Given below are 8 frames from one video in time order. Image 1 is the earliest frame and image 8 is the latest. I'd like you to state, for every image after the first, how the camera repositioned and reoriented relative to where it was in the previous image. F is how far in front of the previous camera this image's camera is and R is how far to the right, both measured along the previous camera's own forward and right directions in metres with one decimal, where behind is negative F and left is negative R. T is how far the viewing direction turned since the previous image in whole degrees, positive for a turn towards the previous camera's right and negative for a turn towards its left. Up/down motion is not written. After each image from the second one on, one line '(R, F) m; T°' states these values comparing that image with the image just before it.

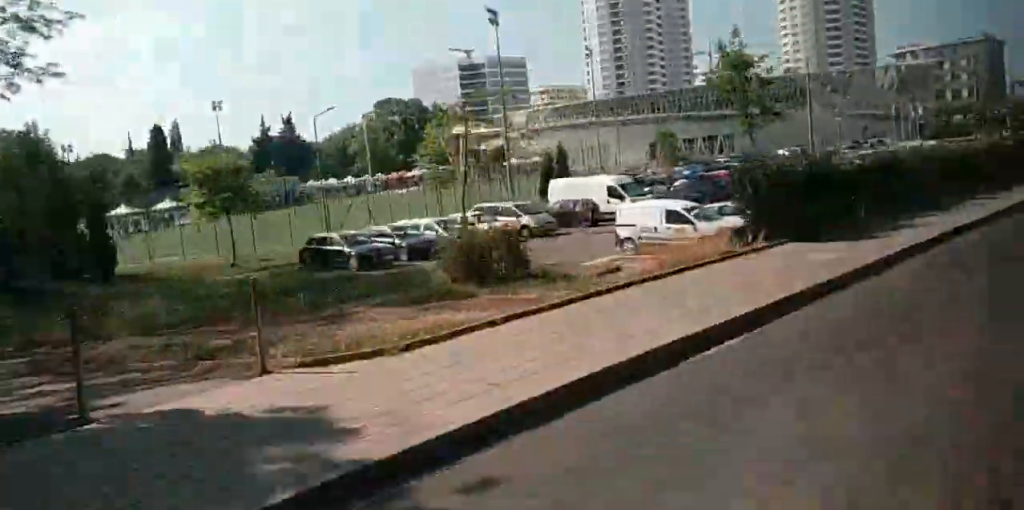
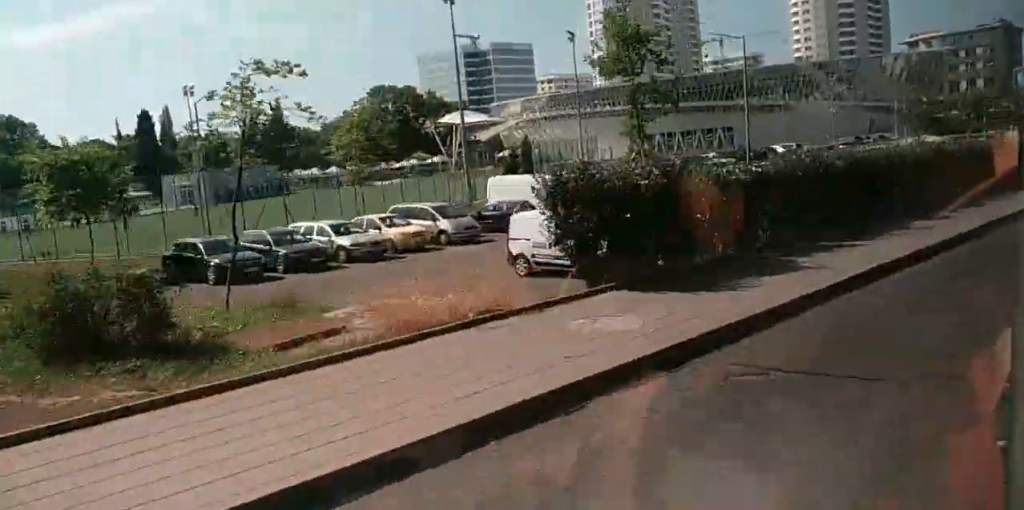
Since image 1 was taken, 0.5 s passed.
(0.0, +5.8) m; +1°
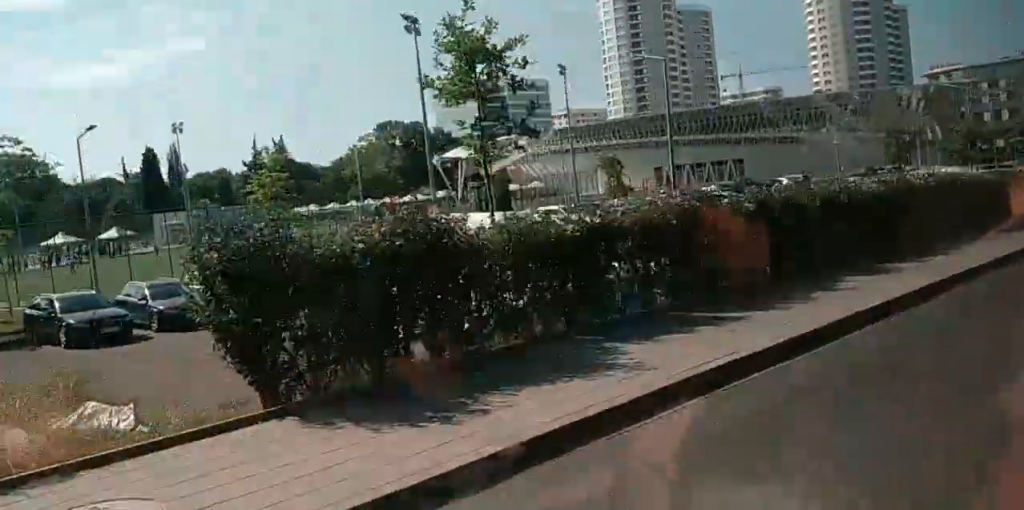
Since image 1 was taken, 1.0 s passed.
(0.0, +4.6) m; +1°
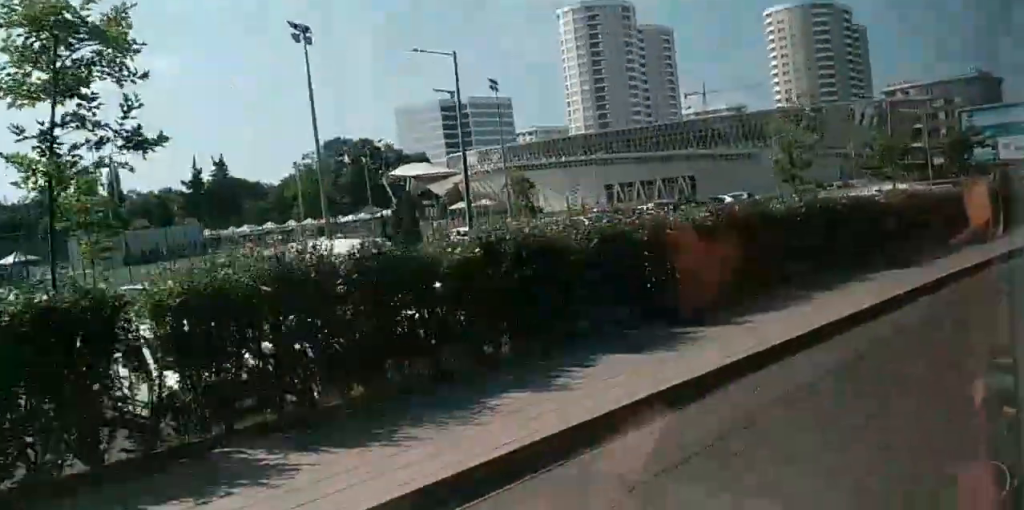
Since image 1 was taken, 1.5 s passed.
(+0.1, +5.7) m; +2°
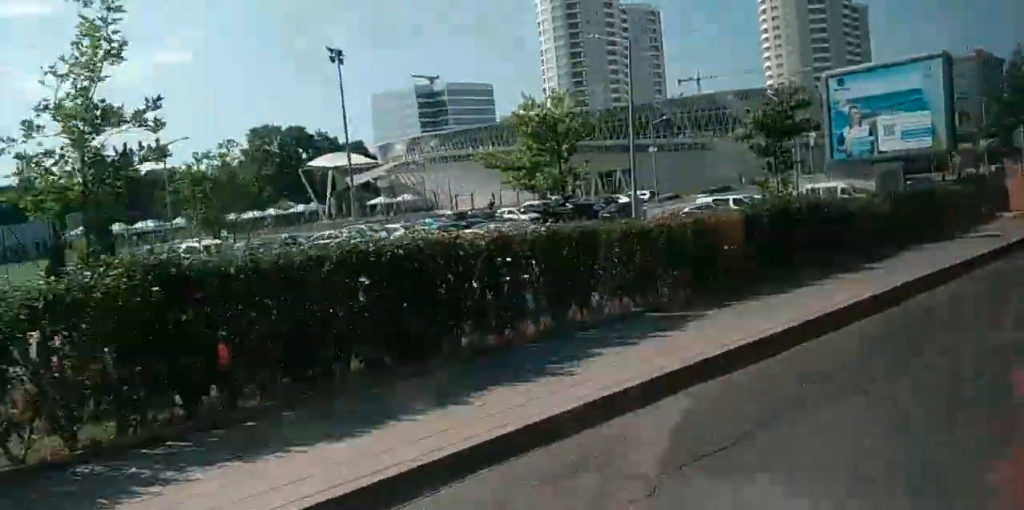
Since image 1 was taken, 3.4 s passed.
(+0.6, +16.8) m; +2°
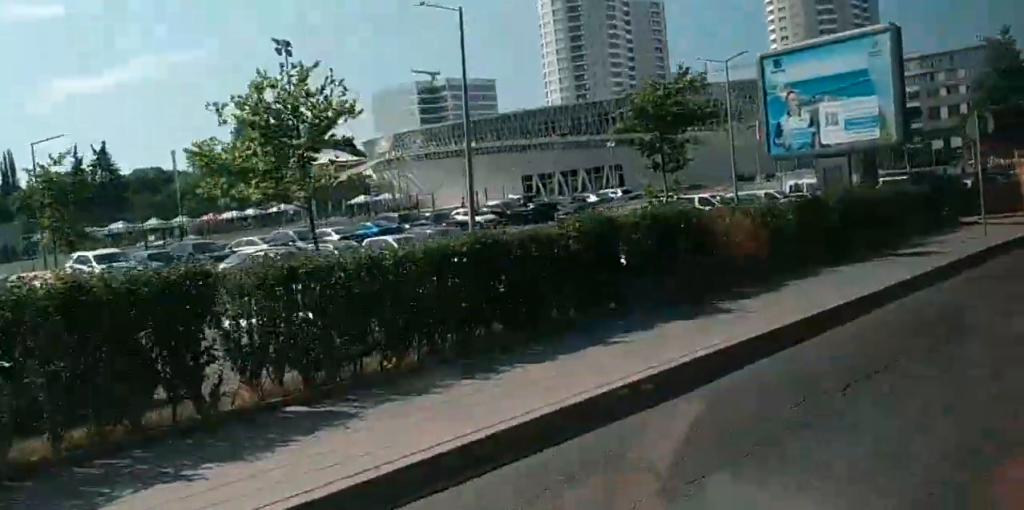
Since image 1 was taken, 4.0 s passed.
(0.0, +5.2) m; 0°
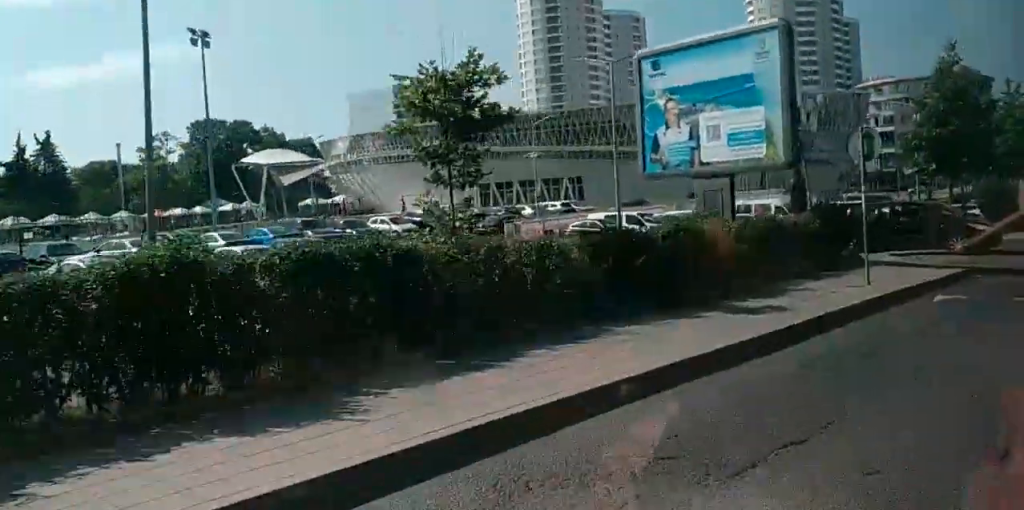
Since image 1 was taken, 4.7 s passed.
(0.0, +5.1) m; 0°
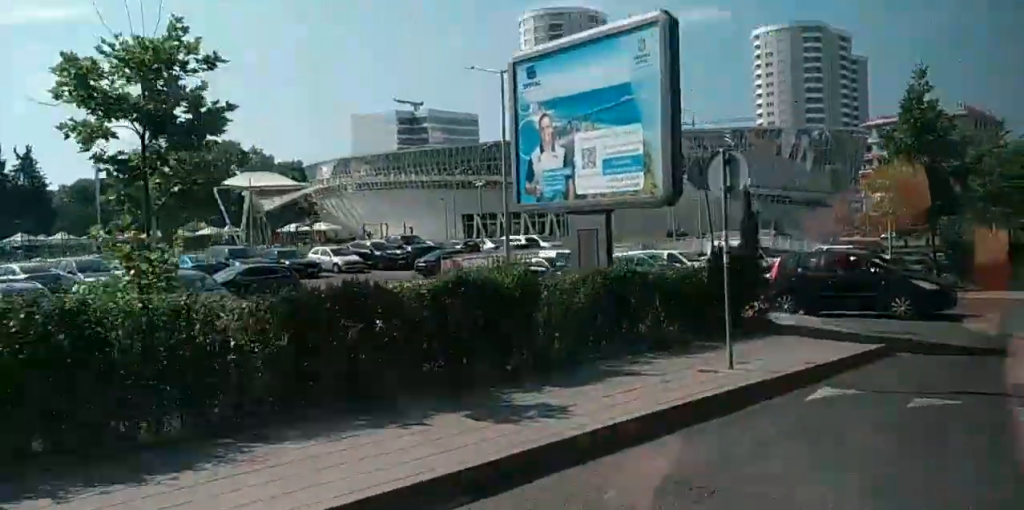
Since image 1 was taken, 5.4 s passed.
(0.0, +5.1) m; 0°
